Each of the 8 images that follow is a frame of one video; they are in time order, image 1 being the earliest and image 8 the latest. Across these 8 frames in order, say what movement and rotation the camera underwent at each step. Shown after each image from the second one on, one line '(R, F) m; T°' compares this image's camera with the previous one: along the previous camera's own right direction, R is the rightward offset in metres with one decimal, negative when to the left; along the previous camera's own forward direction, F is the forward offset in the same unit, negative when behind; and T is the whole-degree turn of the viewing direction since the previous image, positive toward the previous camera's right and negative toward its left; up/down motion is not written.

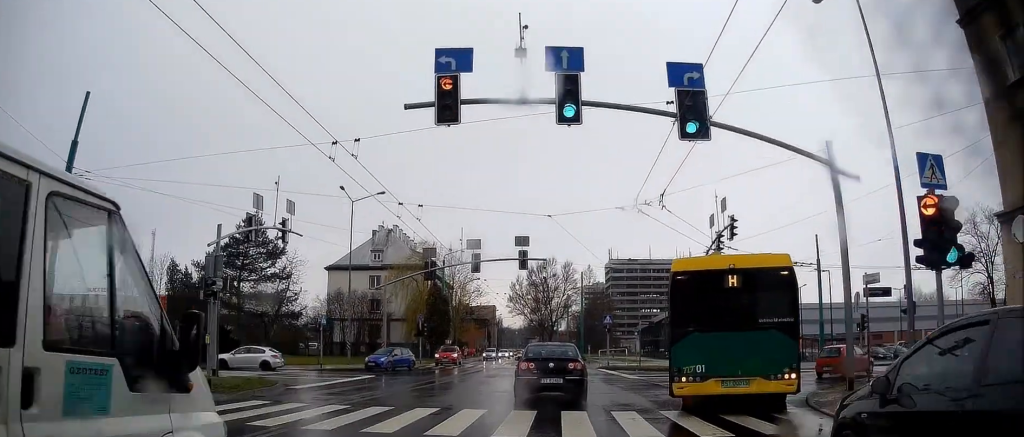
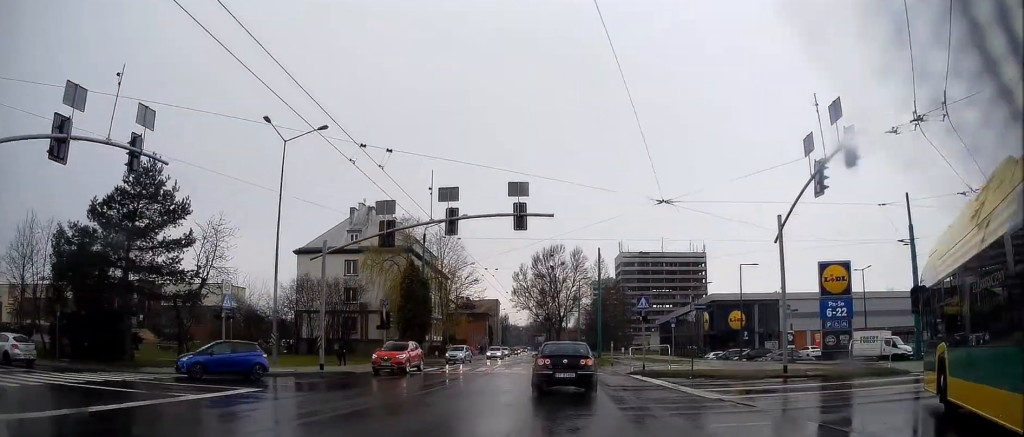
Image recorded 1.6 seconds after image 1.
(-0.2, +13.1) m; +1°
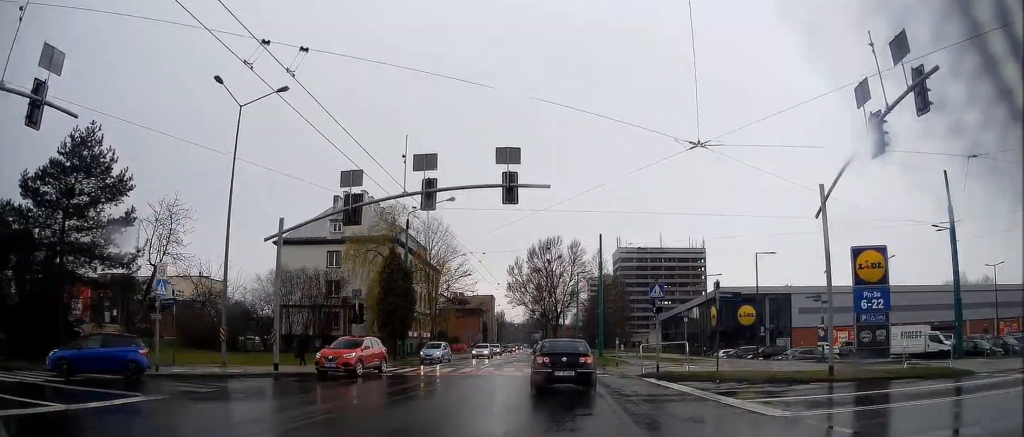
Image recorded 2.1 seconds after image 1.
(+0.1, +4.8) m; -1°
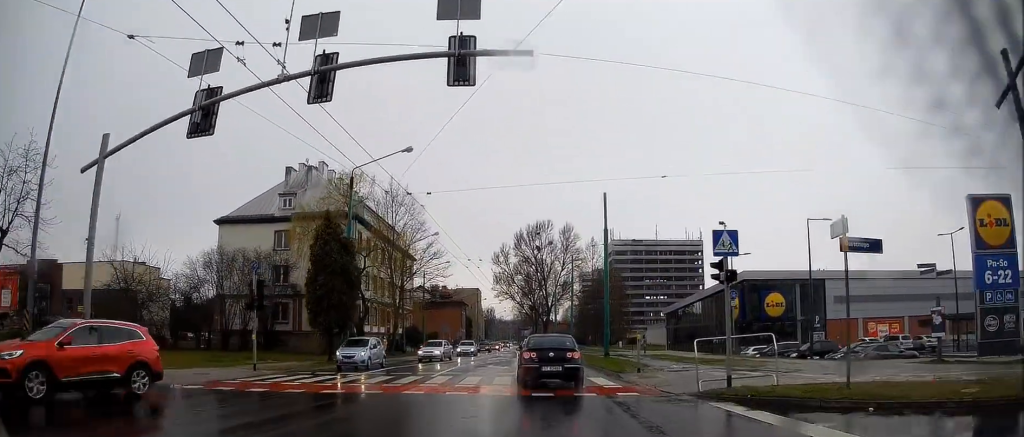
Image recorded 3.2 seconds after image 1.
(-0.2, +11.5) m; 0°
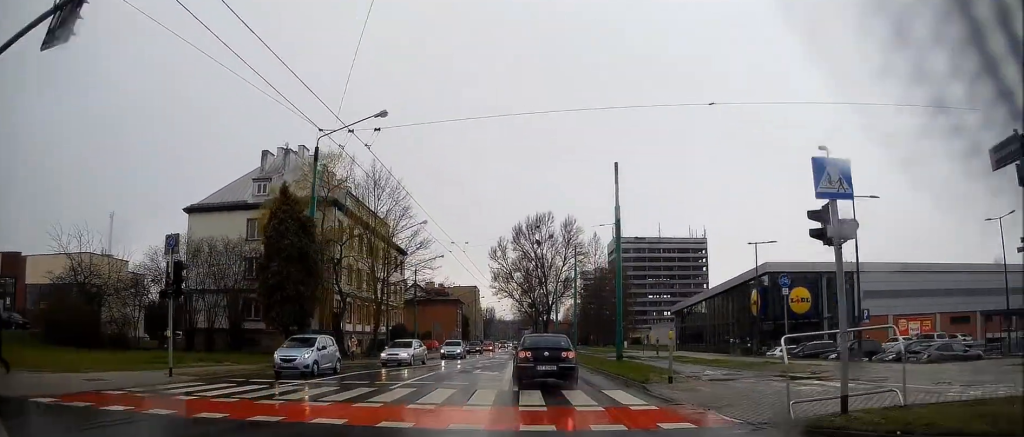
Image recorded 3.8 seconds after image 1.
(0.0, +6.0) m; 0°
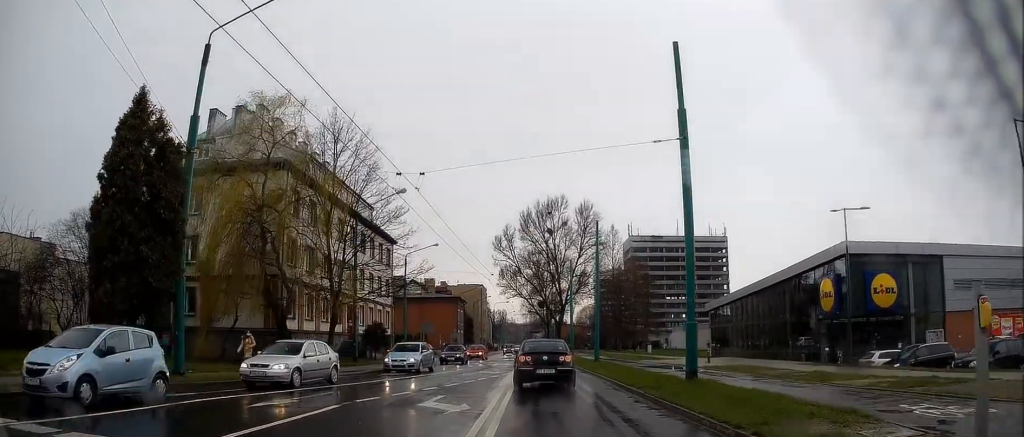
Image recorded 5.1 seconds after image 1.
(+0.1, +12.7) m; -1°
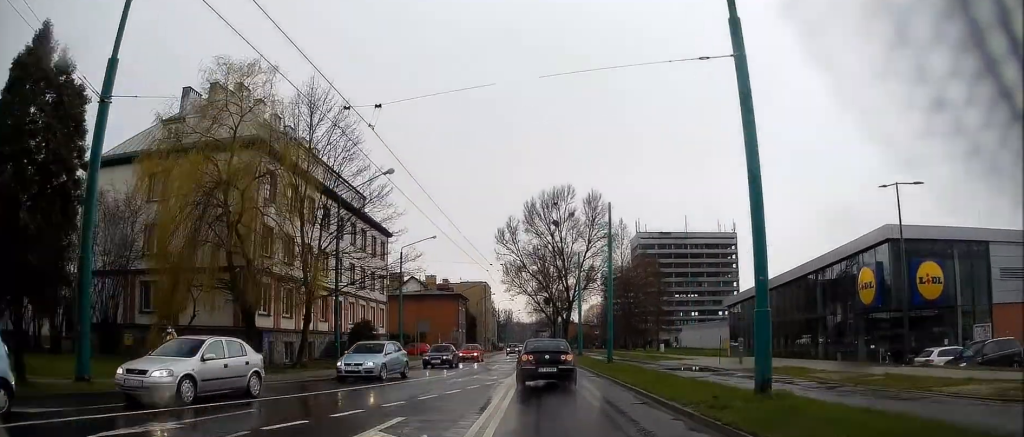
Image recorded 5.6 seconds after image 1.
(-0.1, +5.0) m; -1°
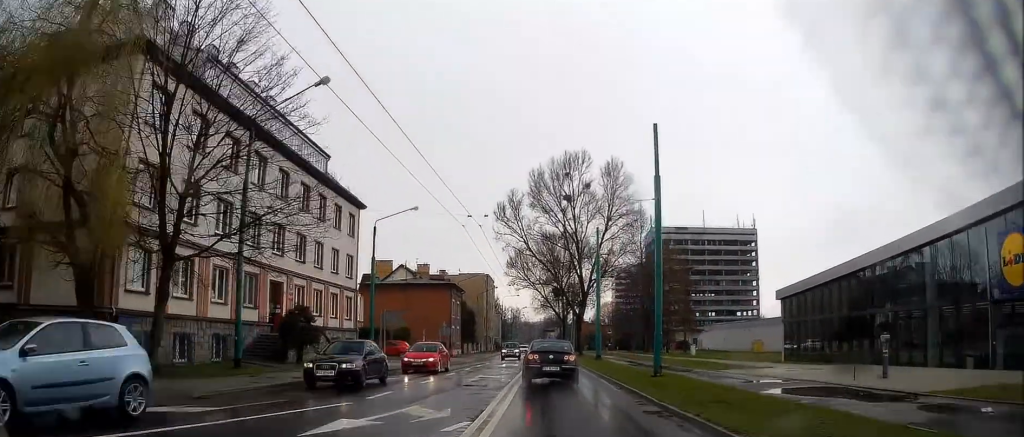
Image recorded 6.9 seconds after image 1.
(0.0, +13.2) m; 0°
